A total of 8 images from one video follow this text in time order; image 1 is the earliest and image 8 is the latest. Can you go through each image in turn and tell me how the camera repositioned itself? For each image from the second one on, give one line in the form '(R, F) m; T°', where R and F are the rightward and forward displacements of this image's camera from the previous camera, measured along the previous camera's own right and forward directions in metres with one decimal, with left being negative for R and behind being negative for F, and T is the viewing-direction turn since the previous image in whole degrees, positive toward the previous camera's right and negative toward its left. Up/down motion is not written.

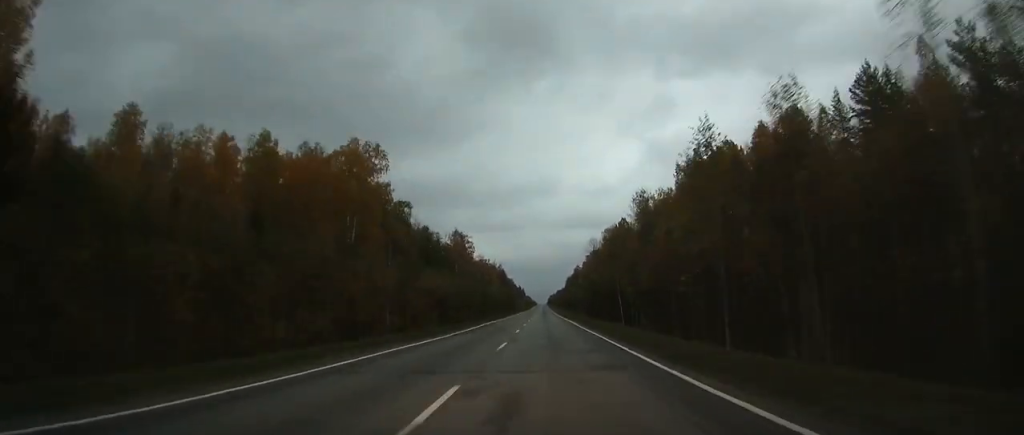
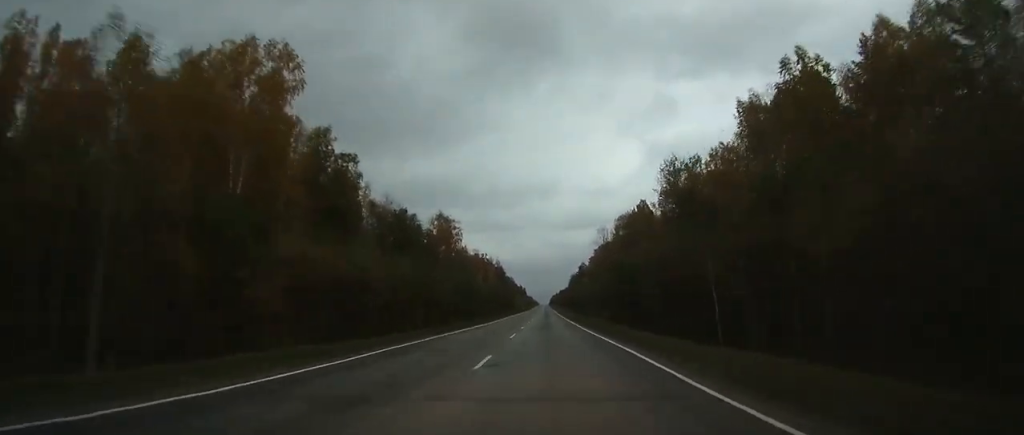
(0.0, +30.2) m; 0°
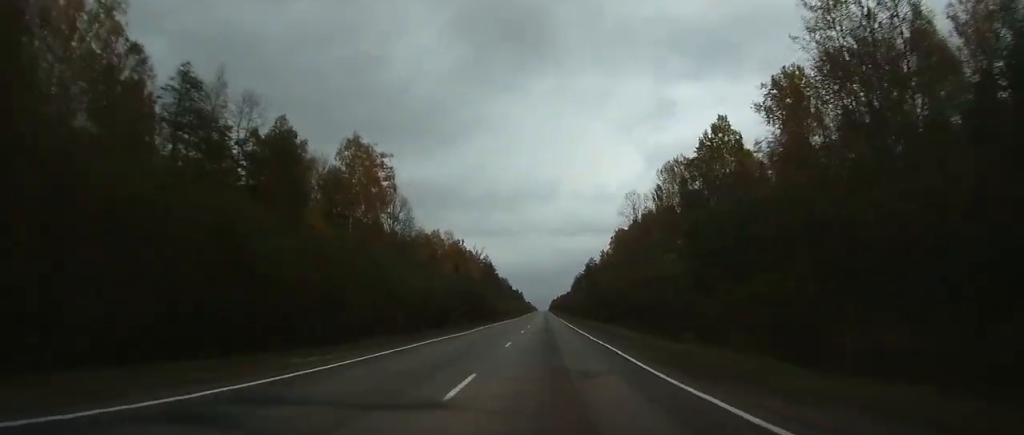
(+0.1, +63.8) m; 0°
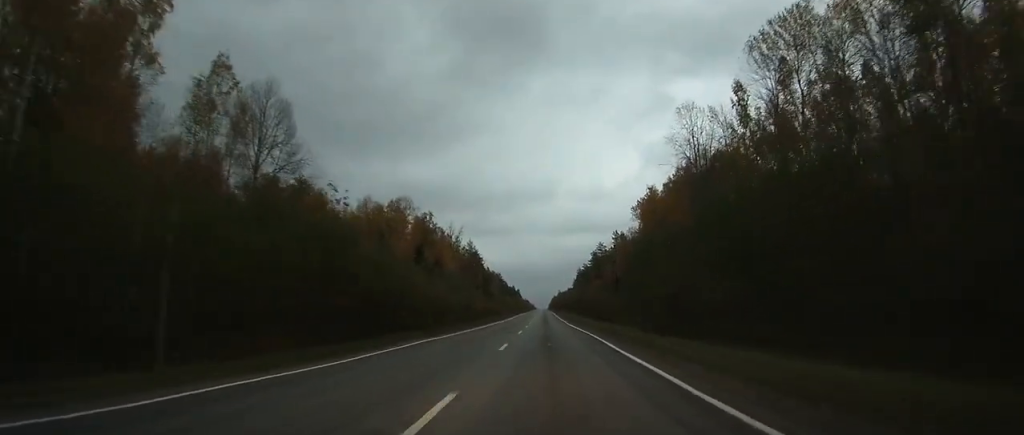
(+0.2, +54.7) m; 0°
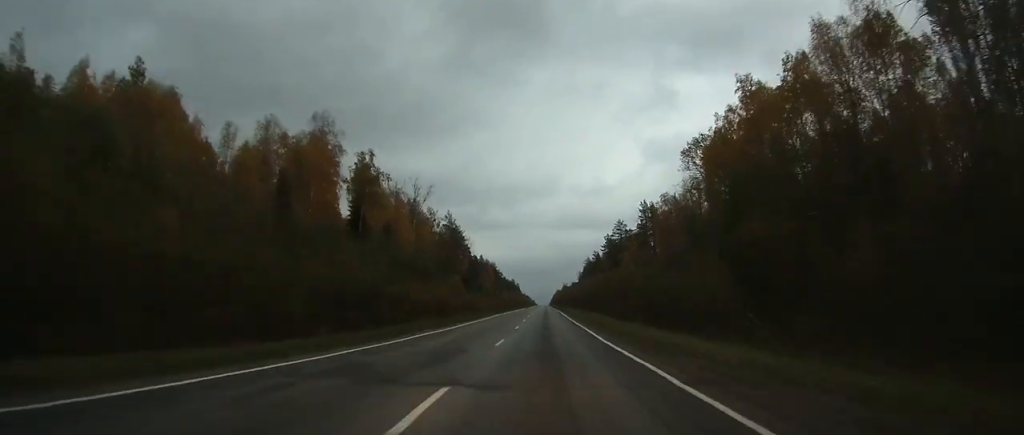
(+0.2, +51.3) m; 0°
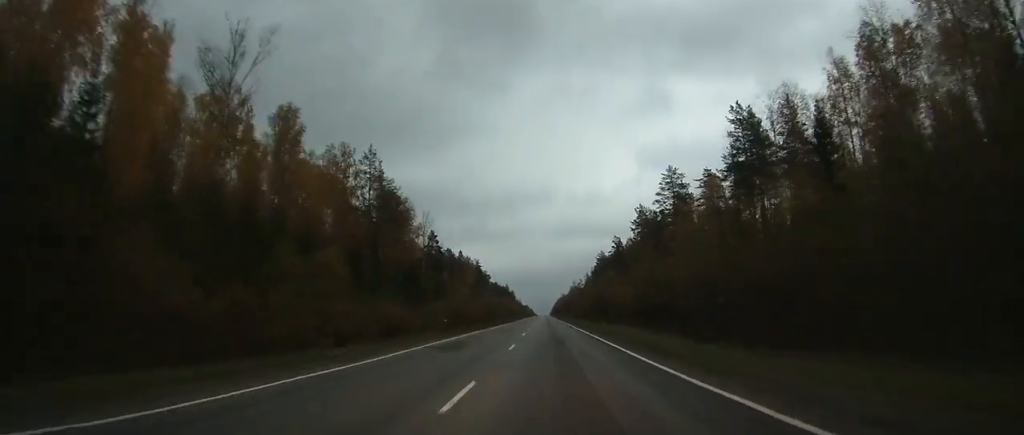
(-0.2, +71.3) m; 0°
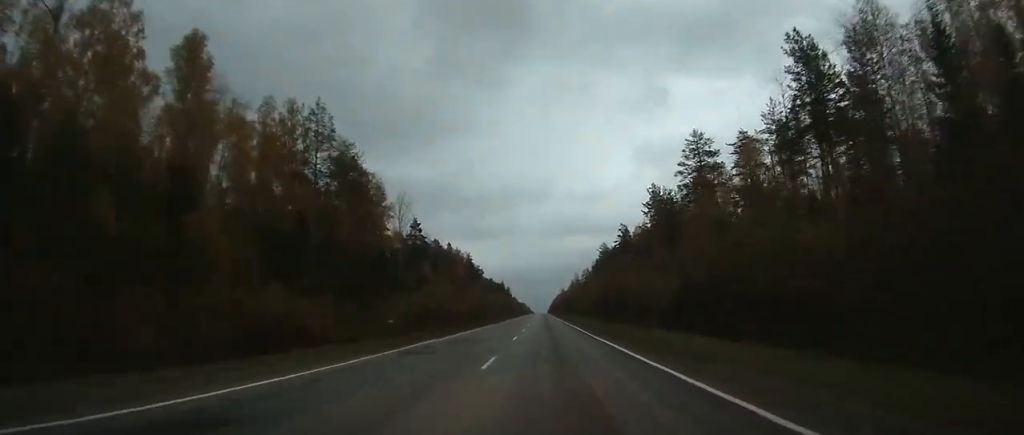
(0.0, +19.2) m; 0°
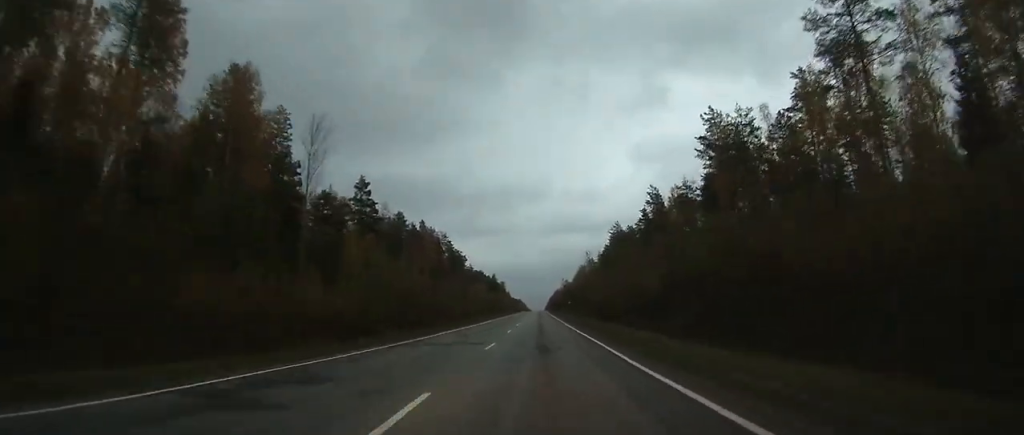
(0.0, +43.2) m; 0°
